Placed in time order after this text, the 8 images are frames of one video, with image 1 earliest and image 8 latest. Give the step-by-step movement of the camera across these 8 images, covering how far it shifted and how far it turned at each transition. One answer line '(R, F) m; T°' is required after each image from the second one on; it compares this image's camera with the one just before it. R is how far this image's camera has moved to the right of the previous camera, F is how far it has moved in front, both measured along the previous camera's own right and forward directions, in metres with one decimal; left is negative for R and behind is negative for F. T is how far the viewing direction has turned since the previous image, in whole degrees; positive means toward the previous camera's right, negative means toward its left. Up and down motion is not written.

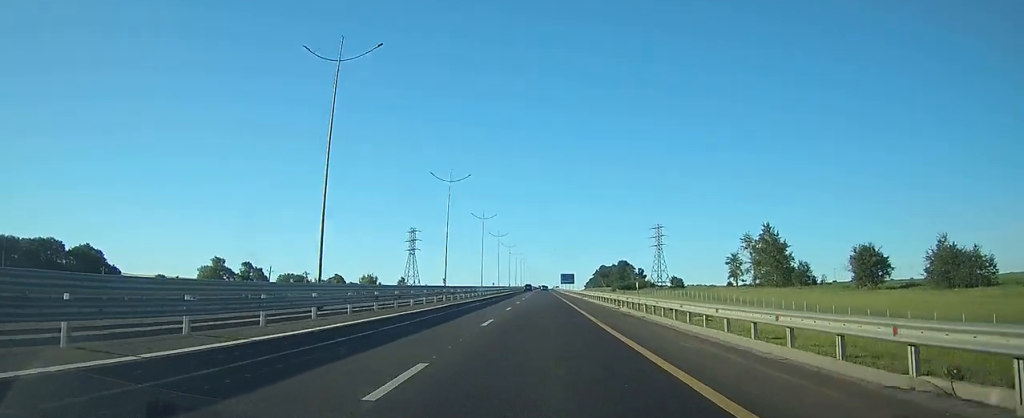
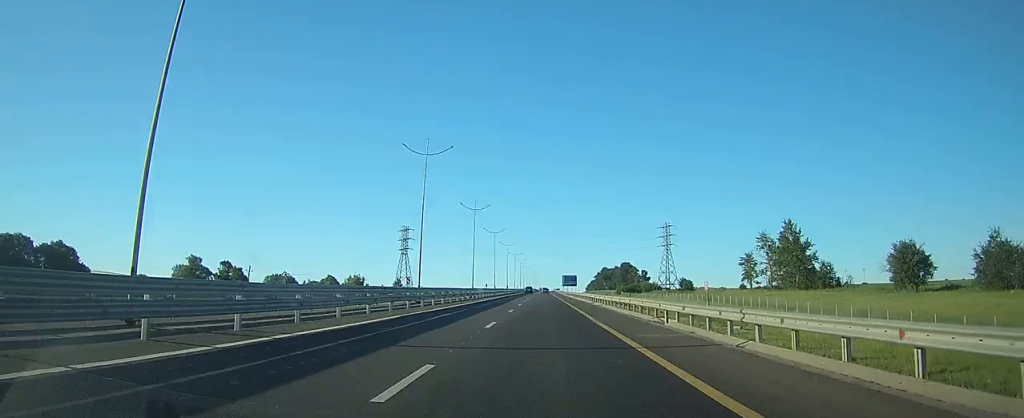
(0.0, +12.2) m; 0°
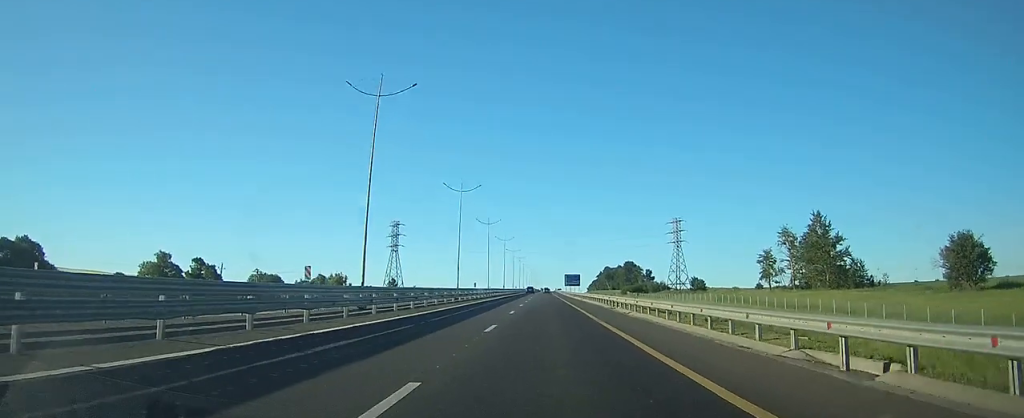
(0.0, +13.9) m; 0°
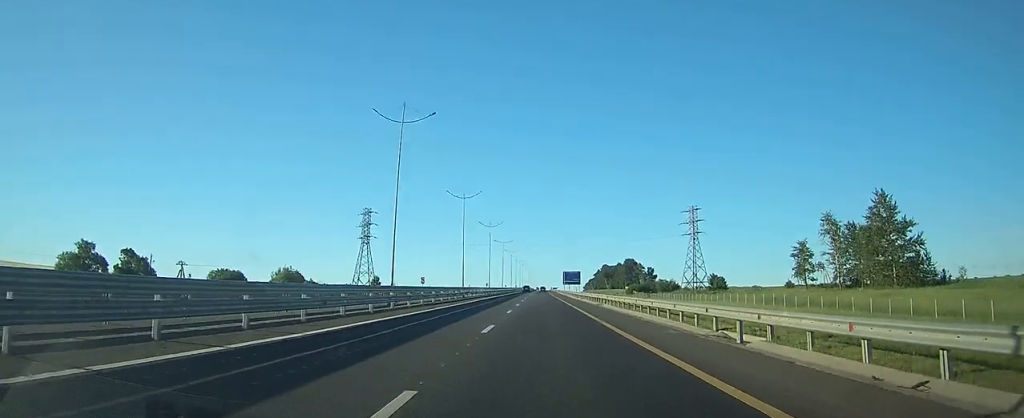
(+0.1, +25.1) m; 0°
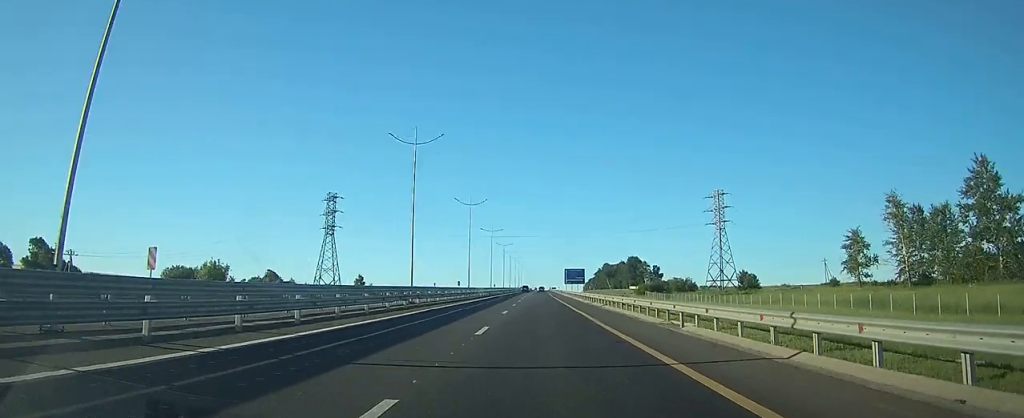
(0.0, +24.8) m; 0°
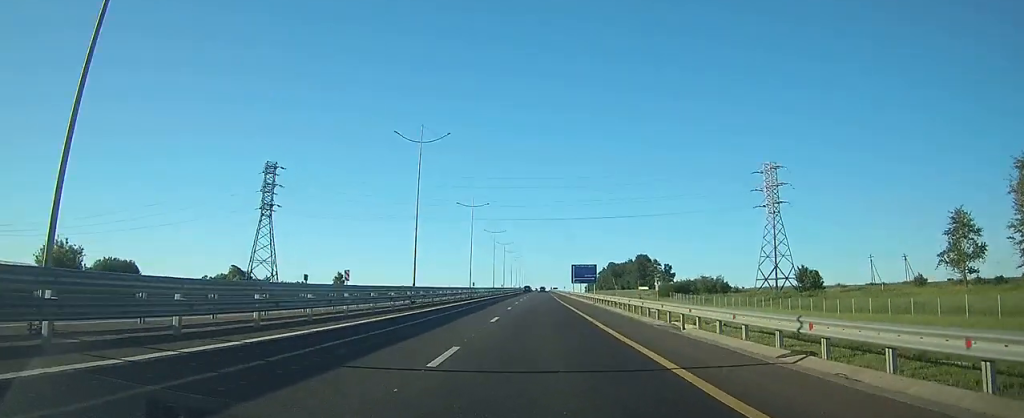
(+0.1, +30.6) m; 0°
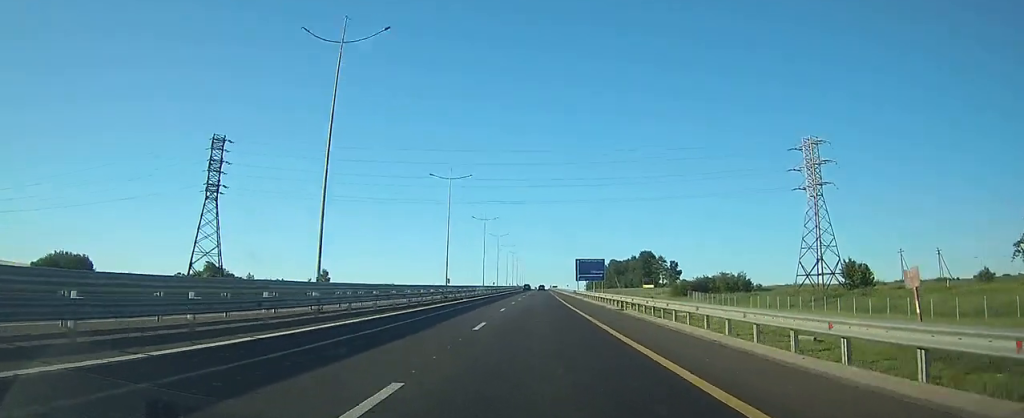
(0.0, +16.8) m; 0°
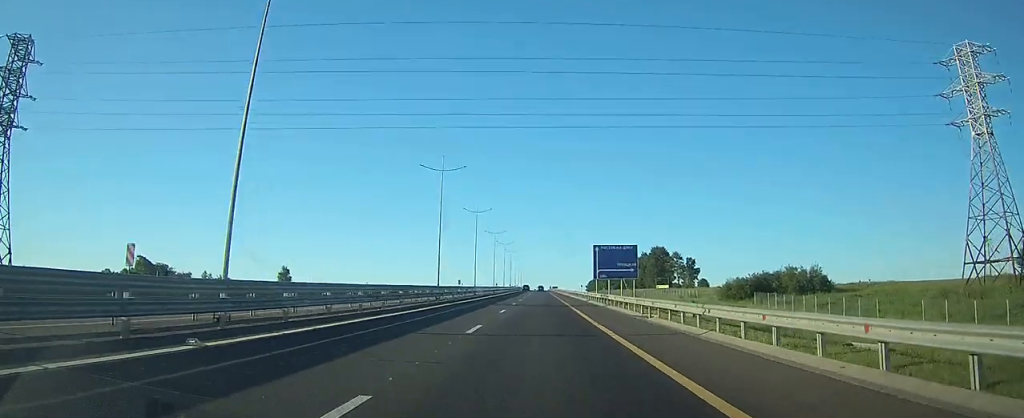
(-0.1, +36.7) m; 0°
